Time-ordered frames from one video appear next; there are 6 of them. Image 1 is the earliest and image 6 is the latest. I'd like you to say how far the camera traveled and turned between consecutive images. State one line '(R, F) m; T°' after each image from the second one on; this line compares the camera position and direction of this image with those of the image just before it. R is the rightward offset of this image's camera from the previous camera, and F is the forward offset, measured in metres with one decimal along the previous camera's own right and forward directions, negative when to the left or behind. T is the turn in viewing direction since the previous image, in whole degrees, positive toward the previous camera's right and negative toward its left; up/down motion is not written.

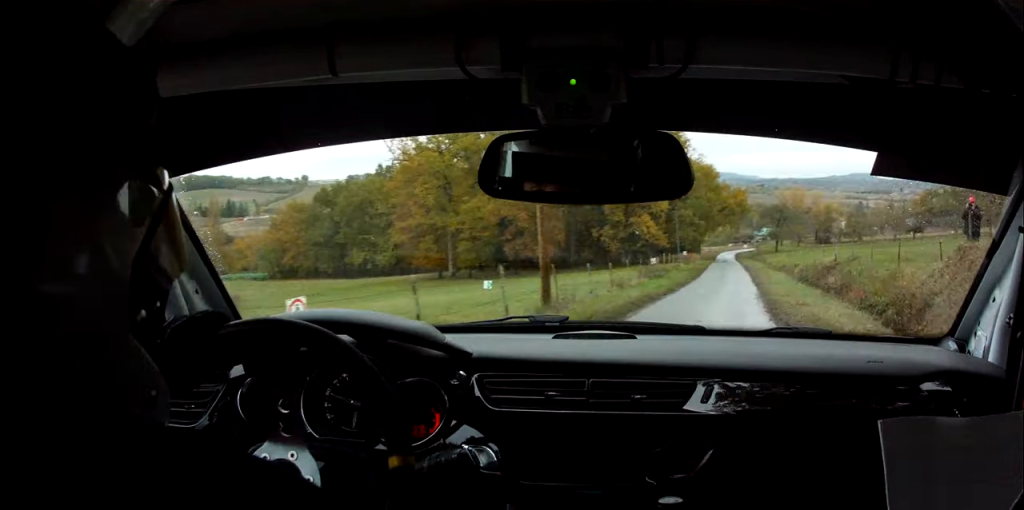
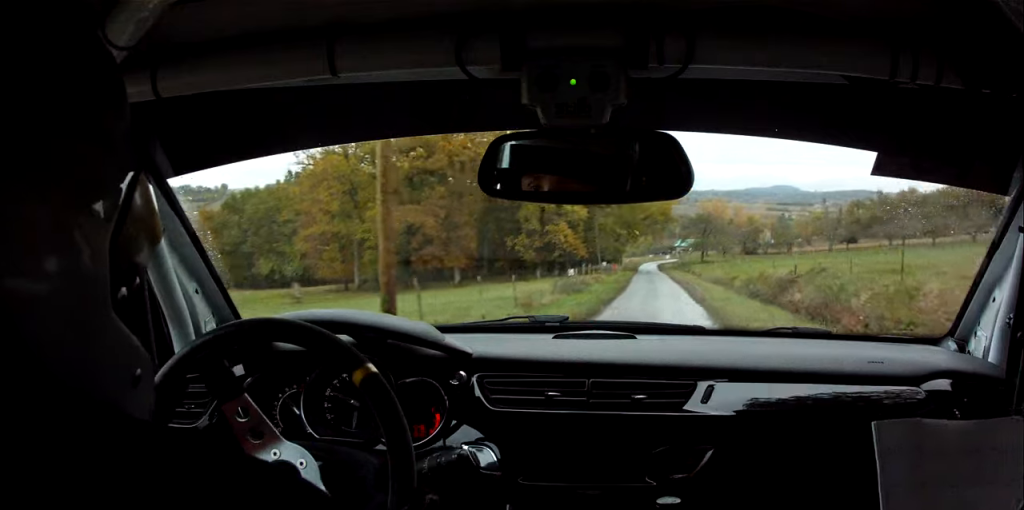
(+0.4, +5.3) m; +7°
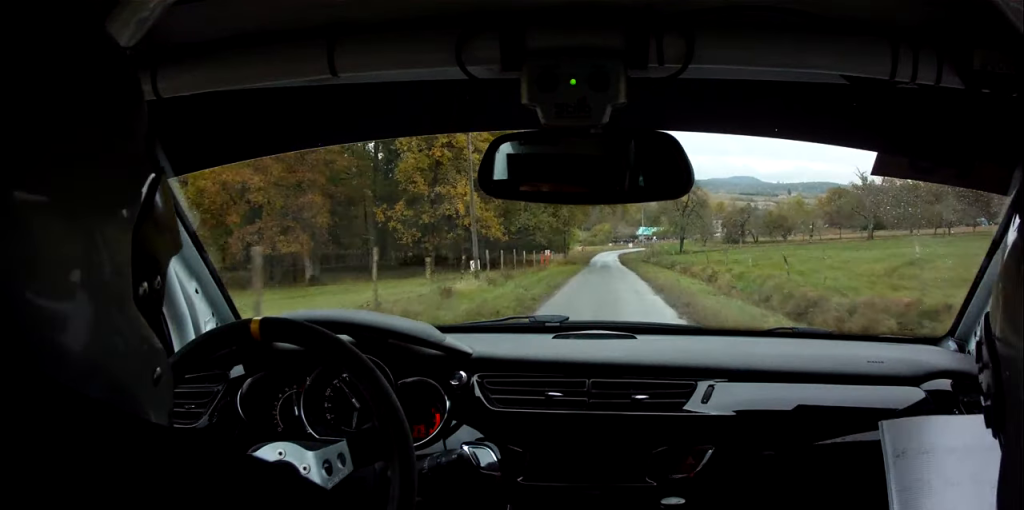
(+6.5, +28.3) m; +17°
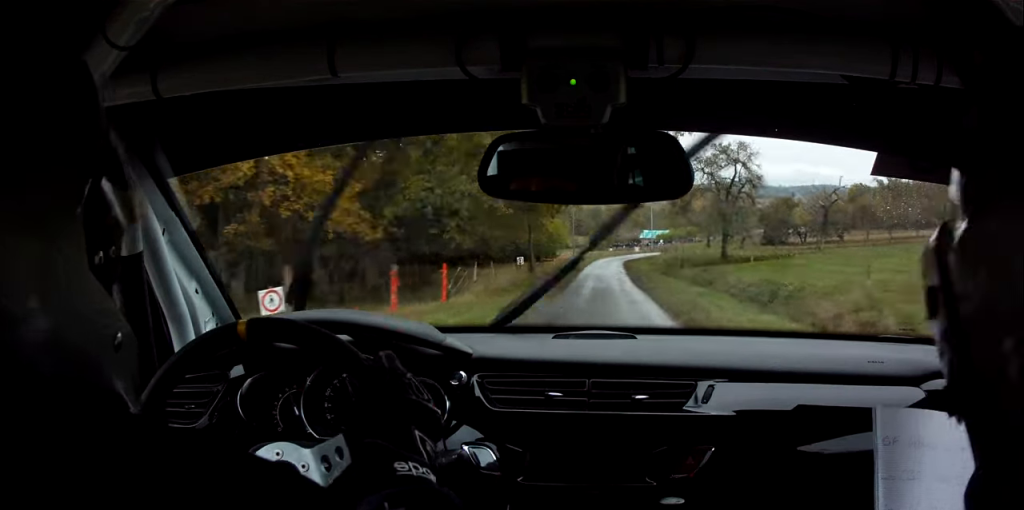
(+0.7, +31.6) m; +1°
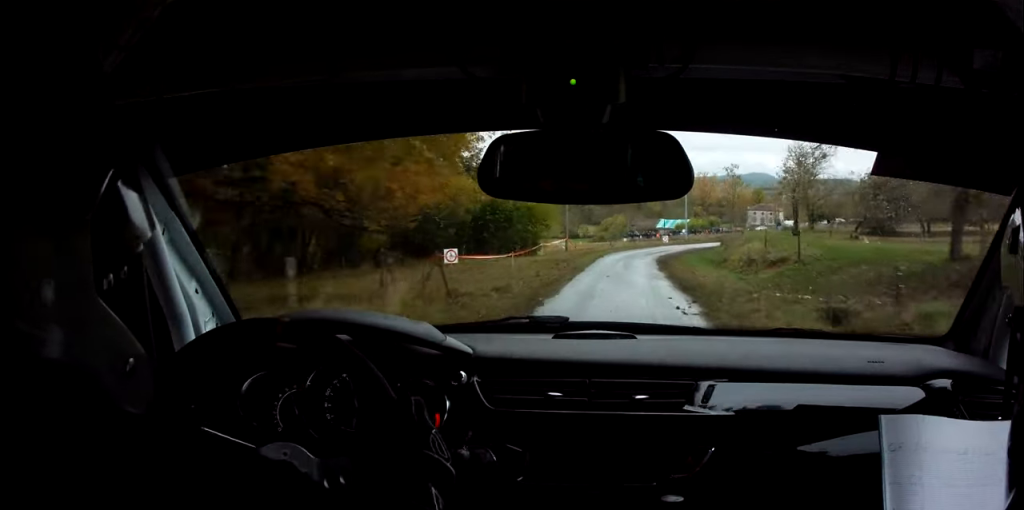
(0.0, +34.4) m; +1°
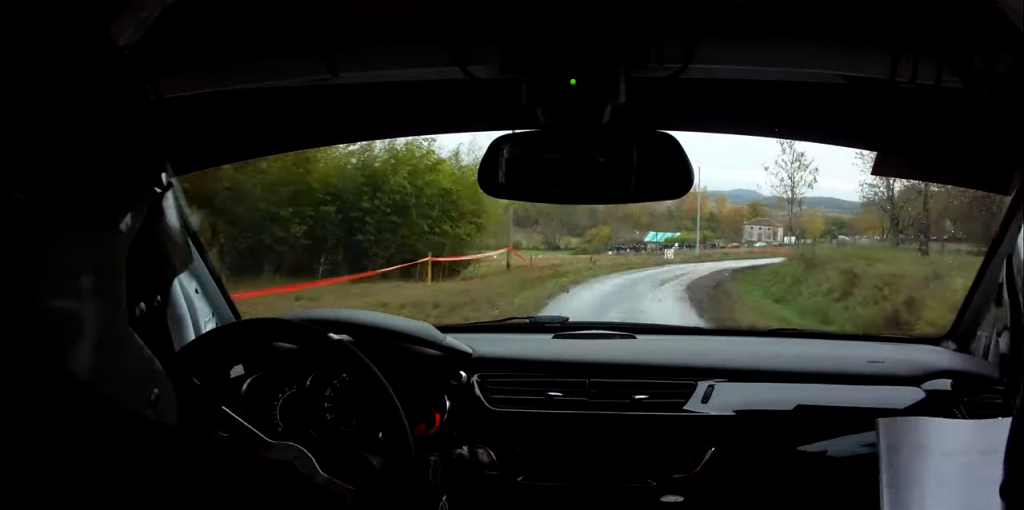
(+0.5, +23.2) m; +3°
